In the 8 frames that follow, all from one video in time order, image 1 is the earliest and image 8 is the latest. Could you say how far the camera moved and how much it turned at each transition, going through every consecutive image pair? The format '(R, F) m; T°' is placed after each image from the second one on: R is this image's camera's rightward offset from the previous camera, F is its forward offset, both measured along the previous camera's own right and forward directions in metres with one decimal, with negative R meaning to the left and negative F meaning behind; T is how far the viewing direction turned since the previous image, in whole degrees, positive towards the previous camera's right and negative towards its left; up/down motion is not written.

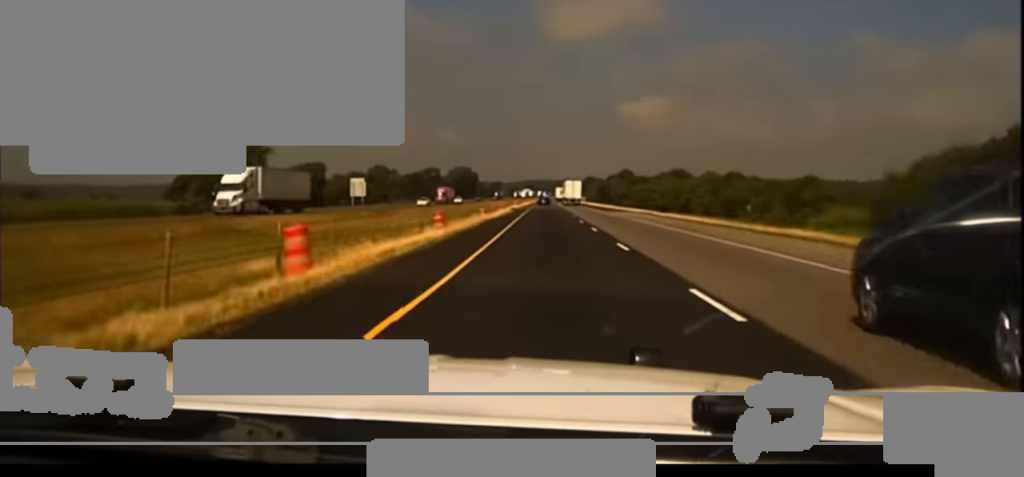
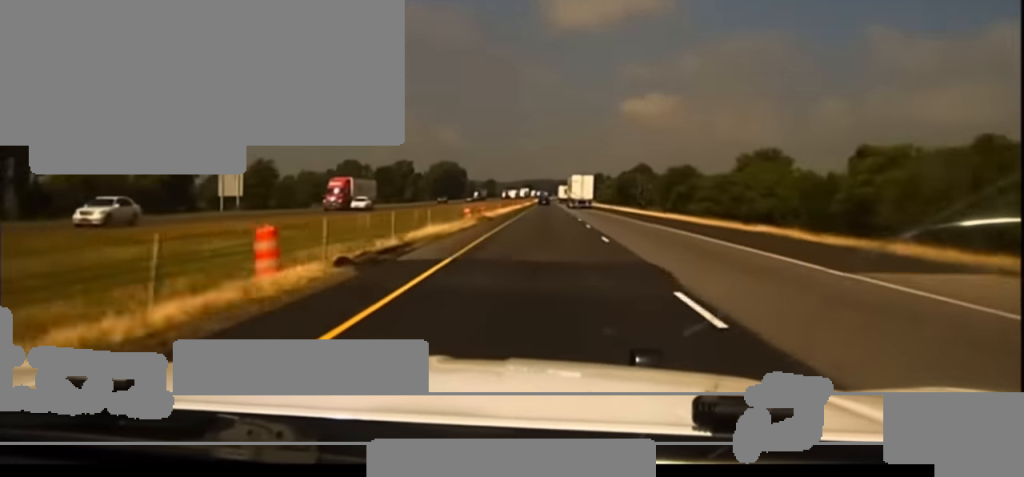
(+0.6, +73.7) m; 0°
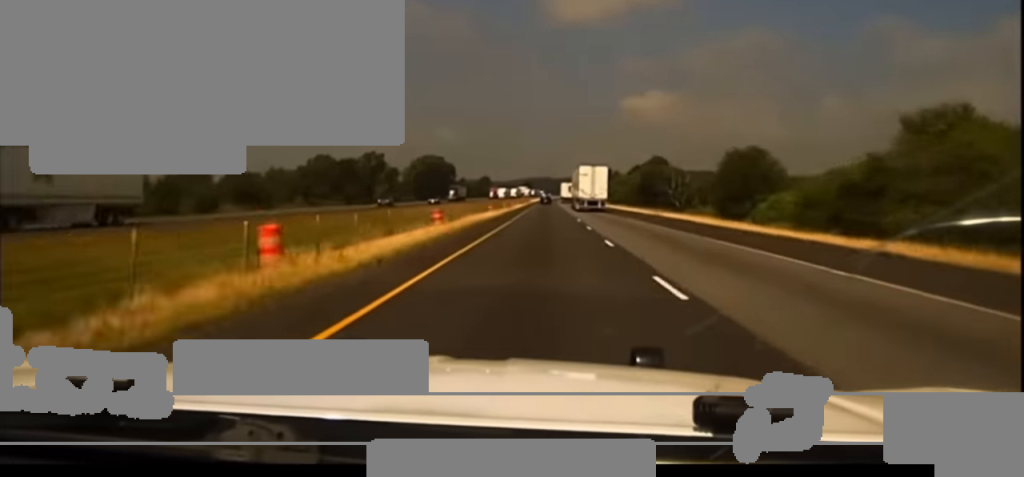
(-0.5, +51.0) m; 0°
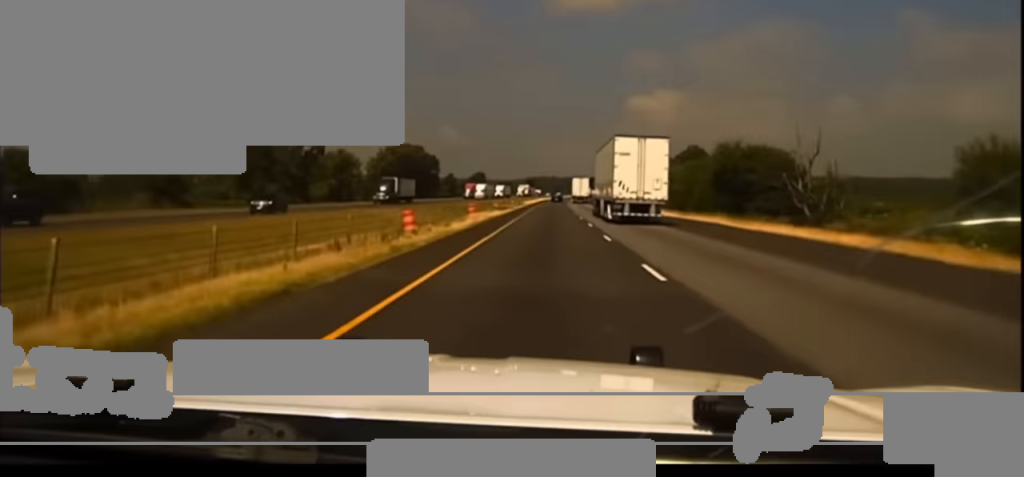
(0.0, +70.7) m; 0°
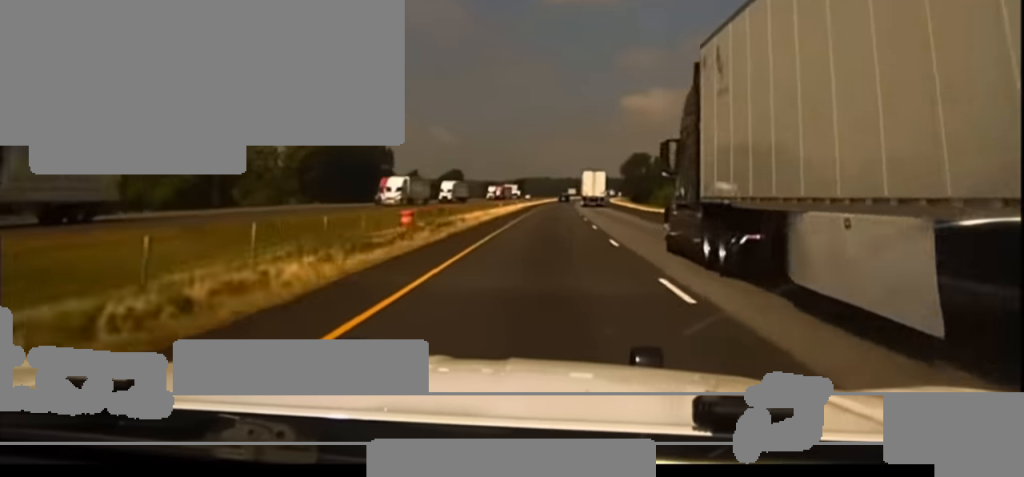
(0.0, +75.7) m; 0°
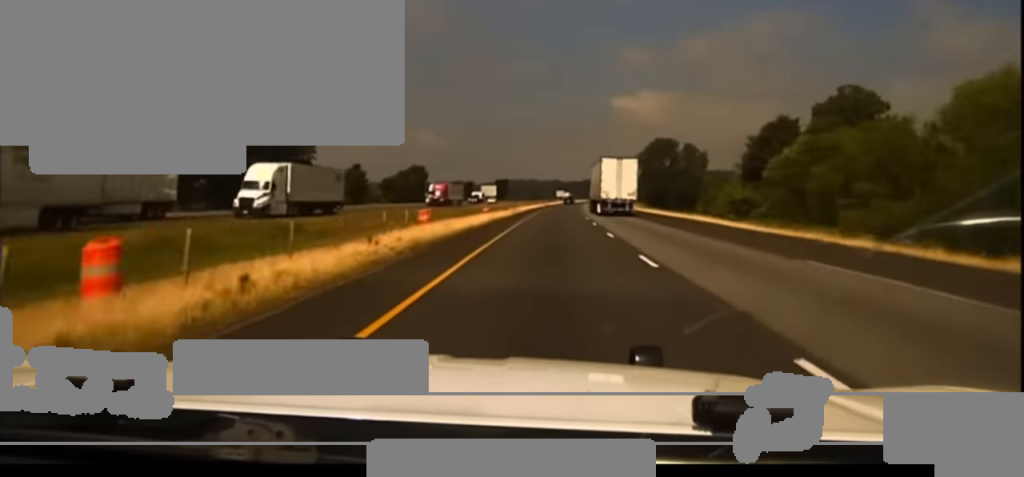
(+0.4, +67.5) m; +2°
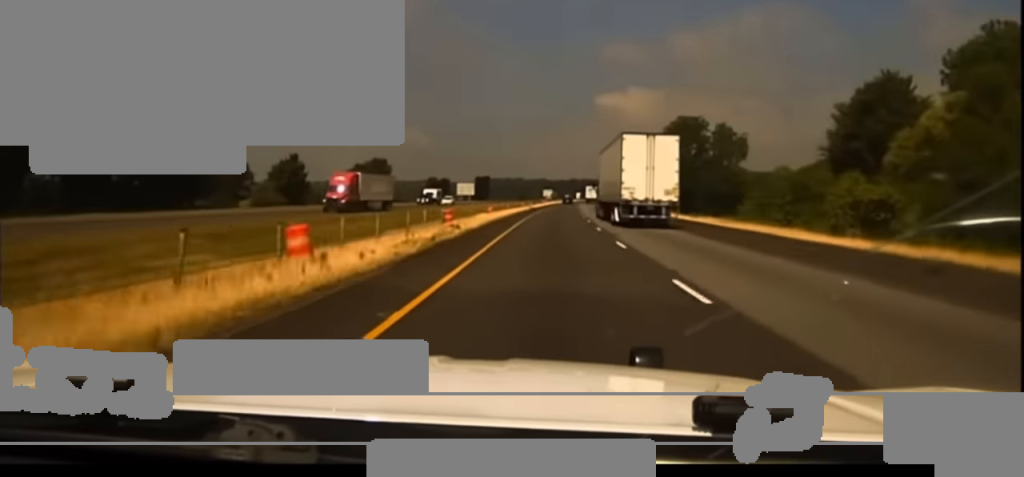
(+0.9, +41.6) m; +1°
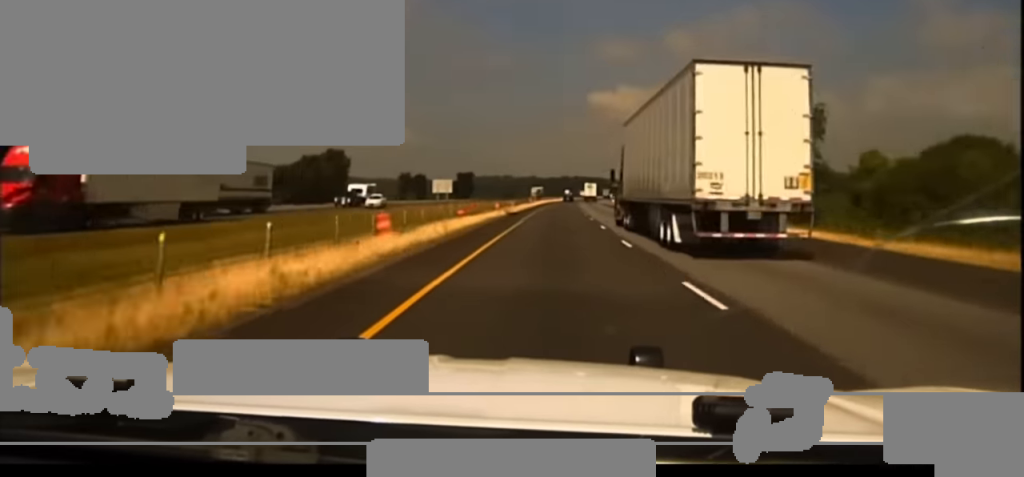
(+0.2, +39.5) m; 0°
